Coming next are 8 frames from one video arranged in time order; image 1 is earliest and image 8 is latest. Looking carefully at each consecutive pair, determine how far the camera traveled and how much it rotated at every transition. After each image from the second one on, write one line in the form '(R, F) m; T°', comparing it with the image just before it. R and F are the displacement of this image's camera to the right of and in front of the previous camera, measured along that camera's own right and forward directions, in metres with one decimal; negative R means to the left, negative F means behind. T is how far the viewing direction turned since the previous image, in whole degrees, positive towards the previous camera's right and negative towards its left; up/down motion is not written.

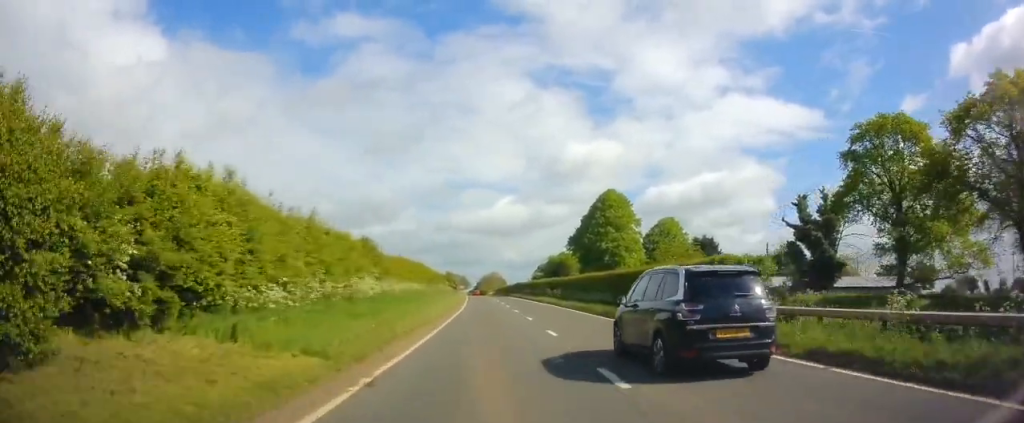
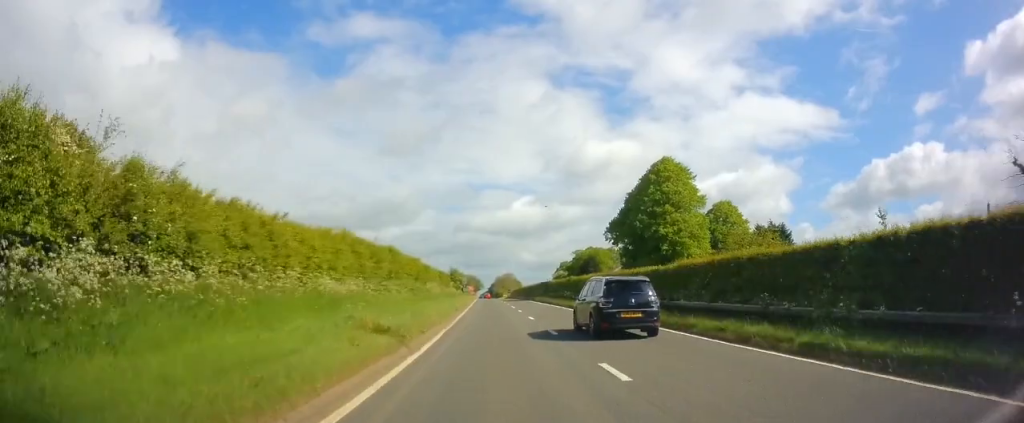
(-0.3, +25.6) m; -2°
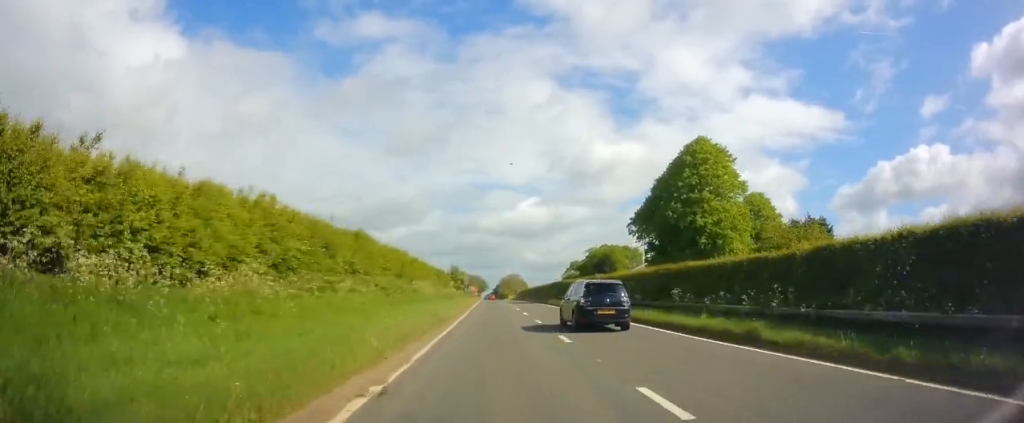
(0.0, +11.2) m; -1°
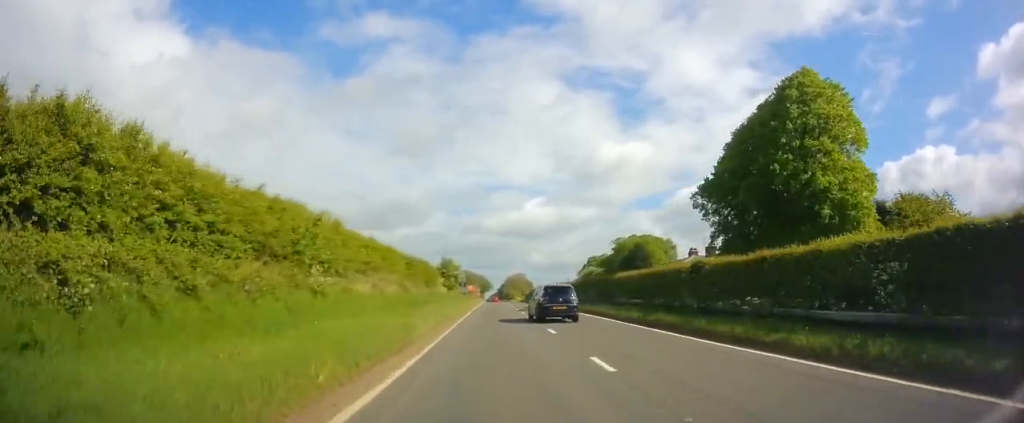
(-0.3, +22.5) m; 0°
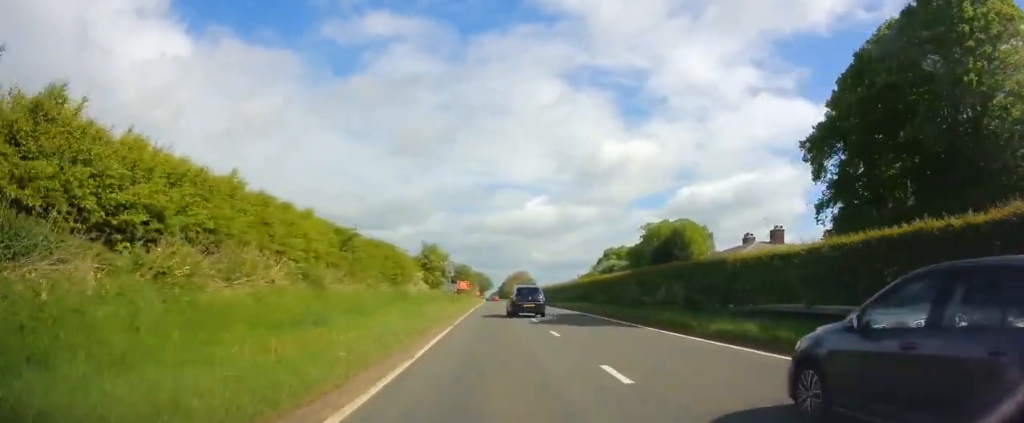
(+0.2, +18.5) m; +1°
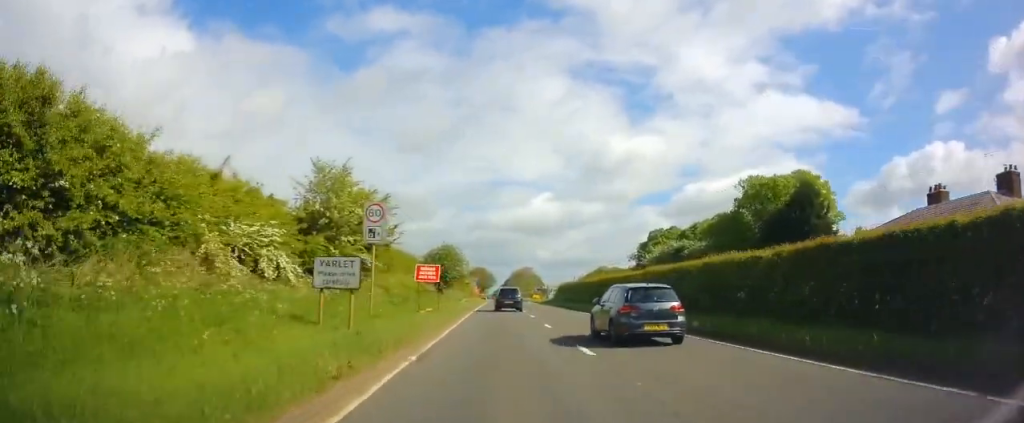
(-0.4, +31.2) m; -2°
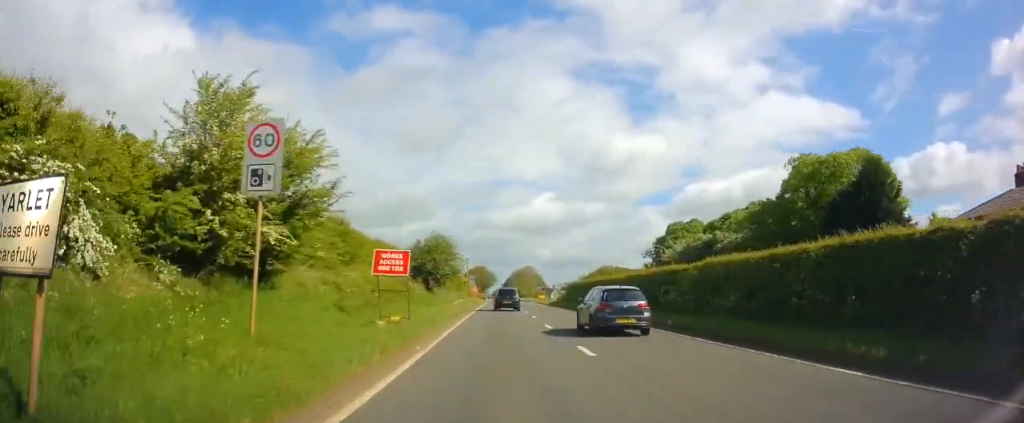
(-0.1, +8.7) m; 0°
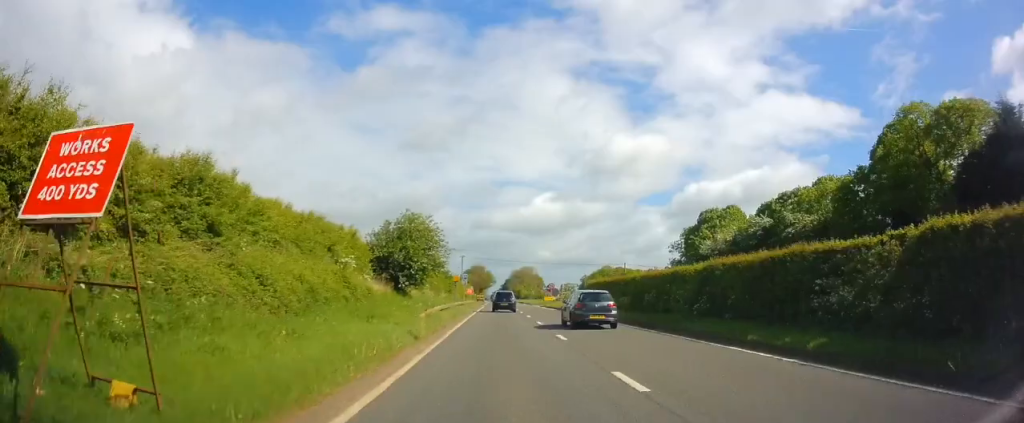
(0.0, +12.8) m; +1°
